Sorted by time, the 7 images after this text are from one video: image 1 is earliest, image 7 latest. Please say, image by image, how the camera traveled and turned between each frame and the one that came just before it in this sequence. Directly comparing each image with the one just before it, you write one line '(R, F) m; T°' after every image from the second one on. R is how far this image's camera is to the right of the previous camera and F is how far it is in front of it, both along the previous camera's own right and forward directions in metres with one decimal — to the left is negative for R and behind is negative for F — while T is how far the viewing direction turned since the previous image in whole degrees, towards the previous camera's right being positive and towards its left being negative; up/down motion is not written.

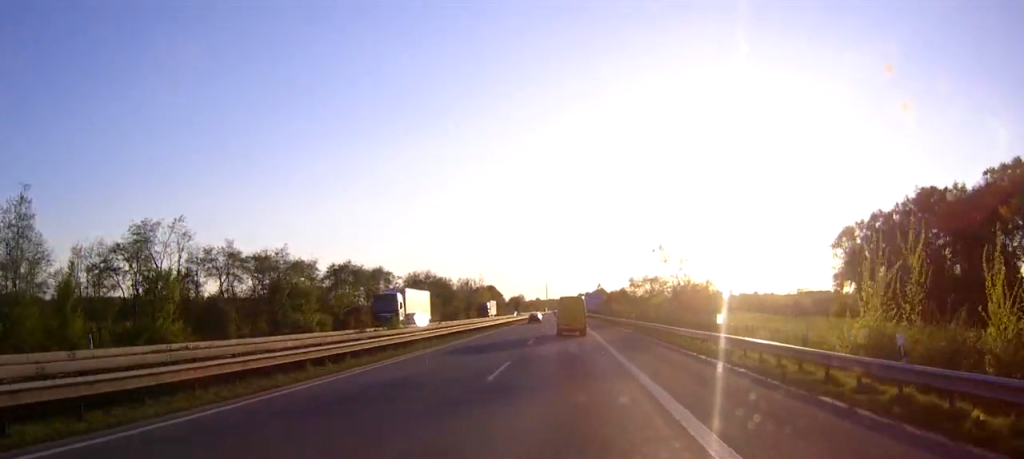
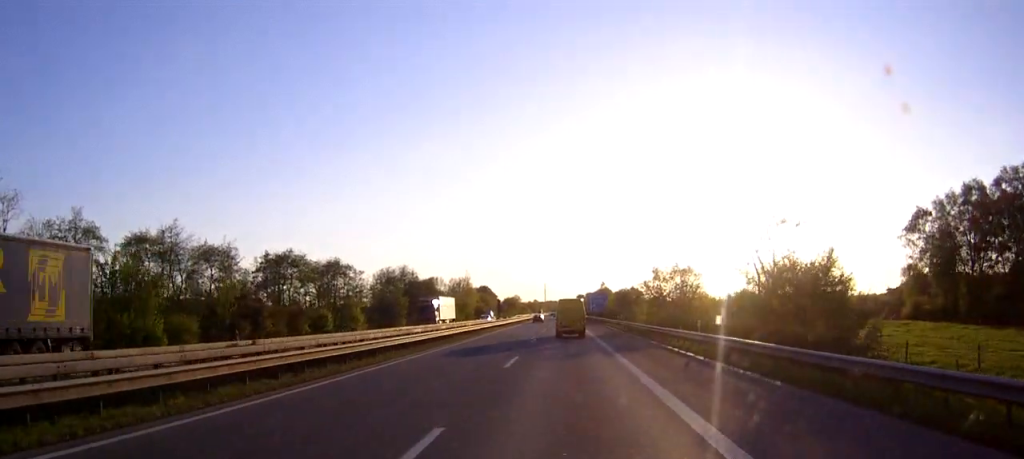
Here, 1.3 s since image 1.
(0.0, +32.7) m; 0°
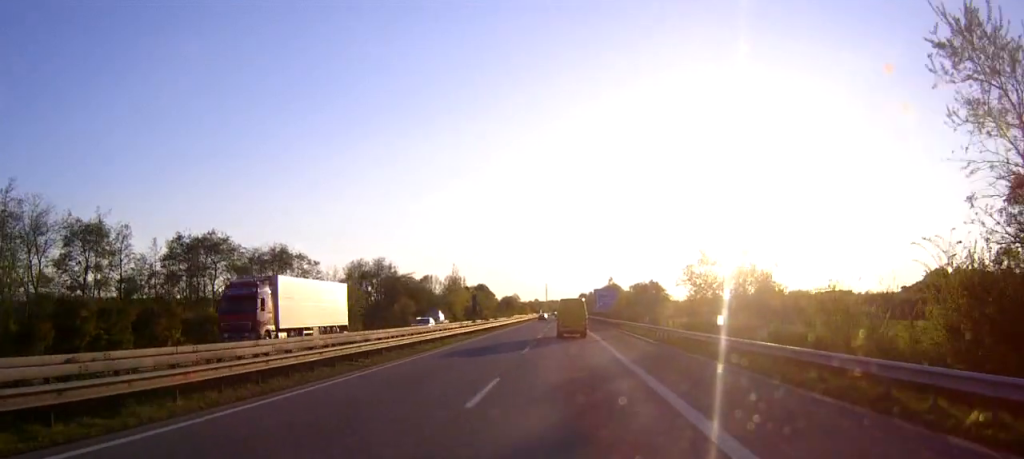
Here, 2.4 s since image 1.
(-0.1, +27.9) m; 0°
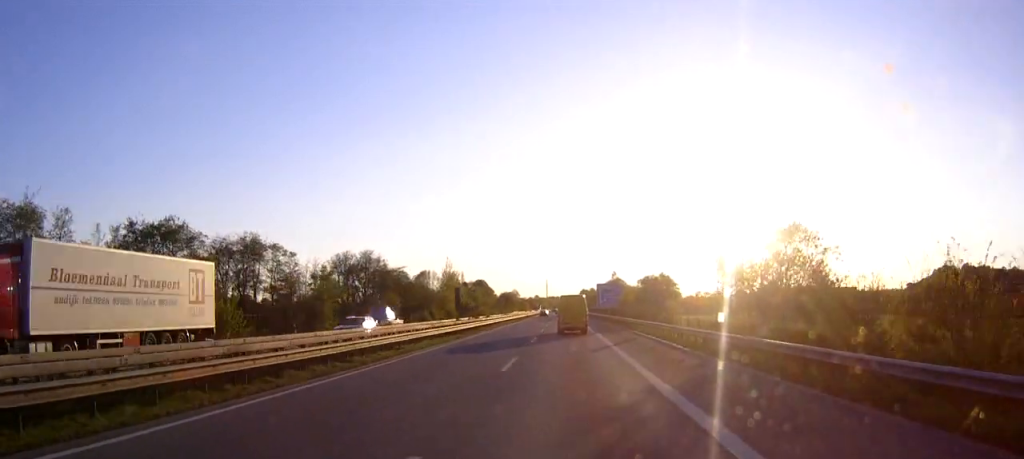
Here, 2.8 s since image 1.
(0.0, +11.0) m; 0°
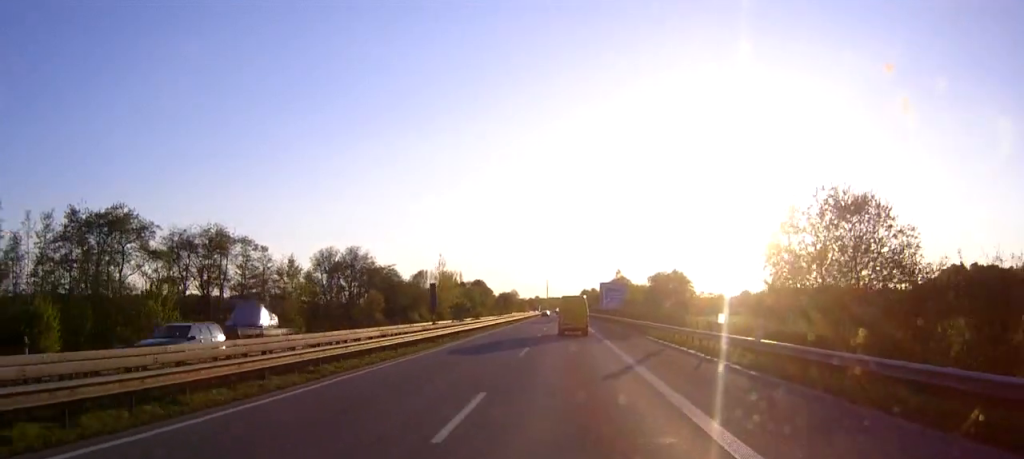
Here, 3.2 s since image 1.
(0.0, +11.0) m; 0°
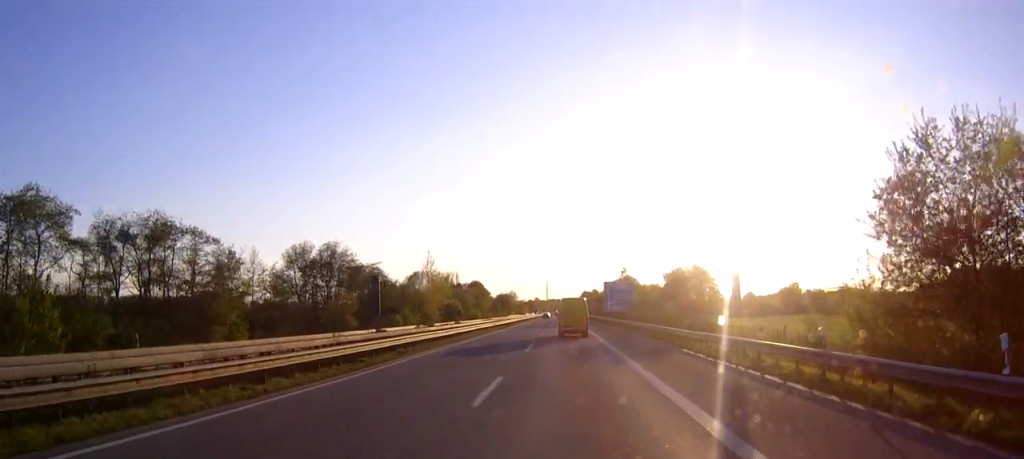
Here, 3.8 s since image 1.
(0.0, +14.3) m; 0°
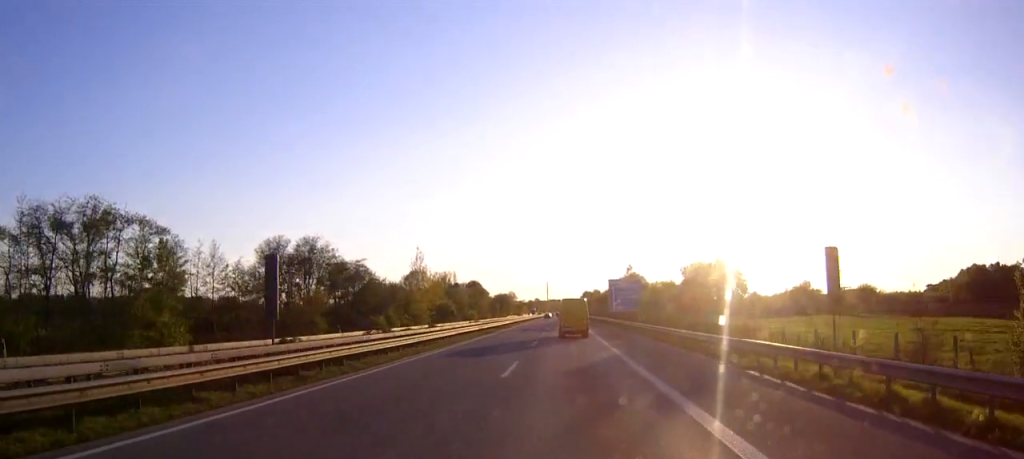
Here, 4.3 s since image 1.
(0.0, +11.8) m; 0°
